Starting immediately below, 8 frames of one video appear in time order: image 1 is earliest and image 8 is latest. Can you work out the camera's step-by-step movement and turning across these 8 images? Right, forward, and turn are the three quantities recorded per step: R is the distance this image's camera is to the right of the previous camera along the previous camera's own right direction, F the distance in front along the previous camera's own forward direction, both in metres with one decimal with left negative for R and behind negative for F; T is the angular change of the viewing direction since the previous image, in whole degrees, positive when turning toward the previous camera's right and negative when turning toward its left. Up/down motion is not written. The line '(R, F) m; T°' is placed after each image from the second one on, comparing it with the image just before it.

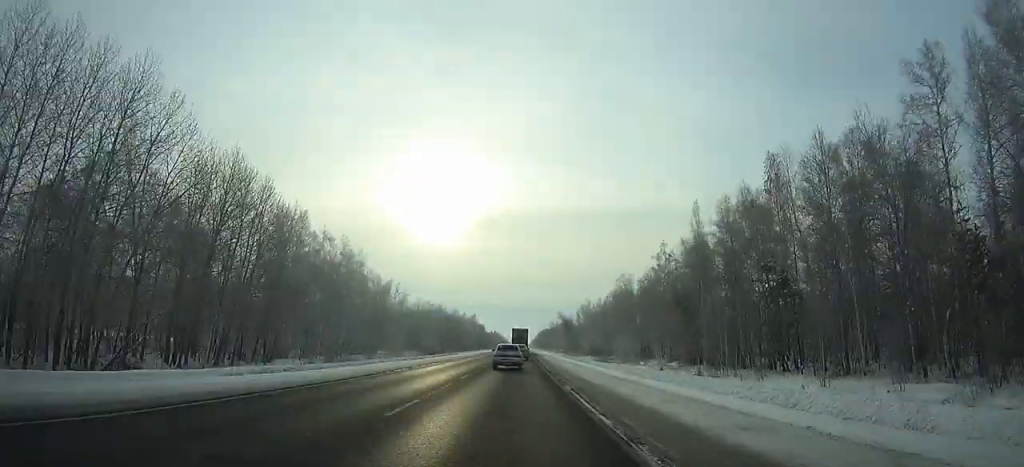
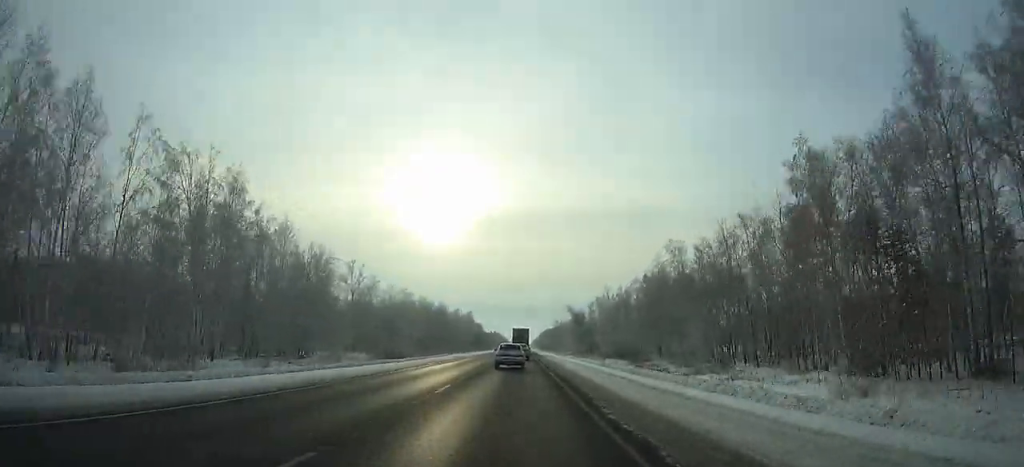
(0.0, +42.1) m; 0°
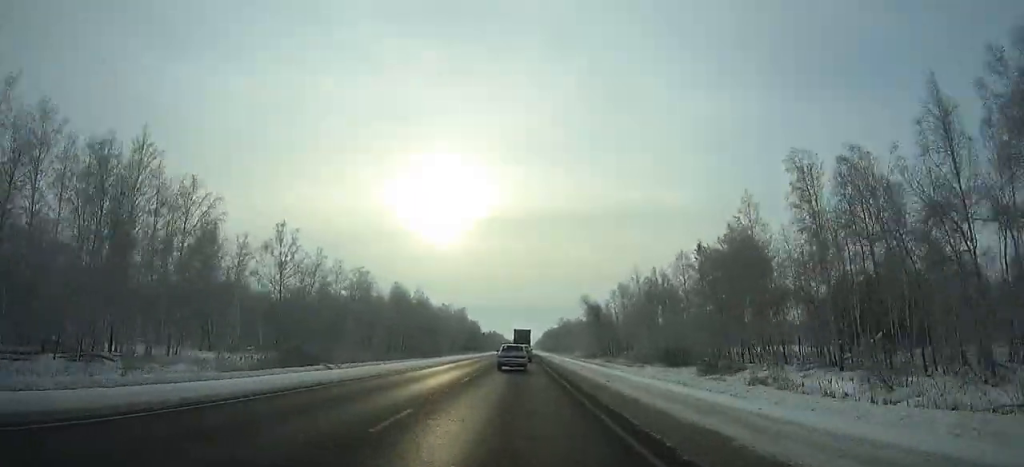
(-0.1, +42.5) m; 0°
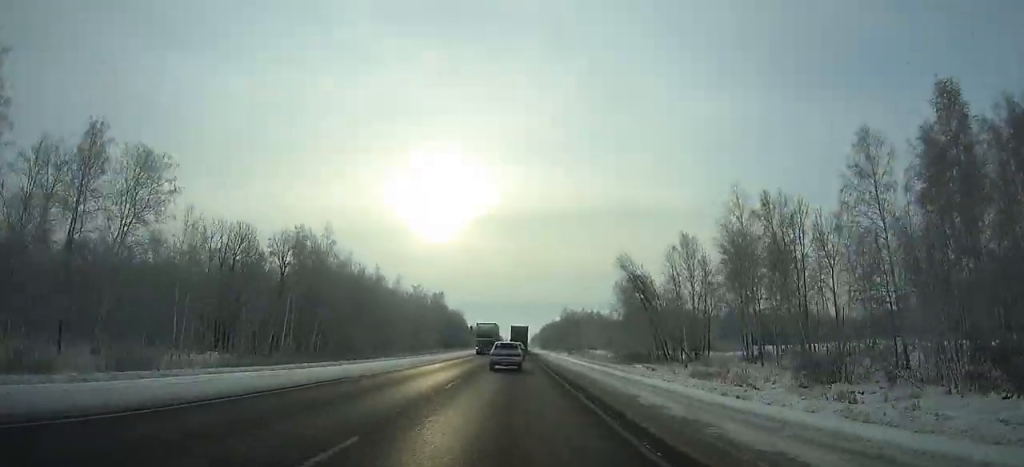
(0.0, +62.7) m; 0°
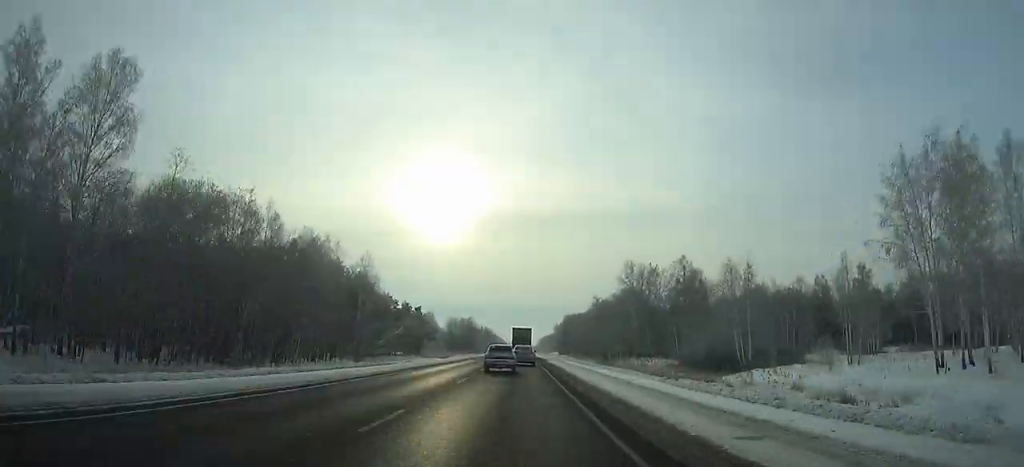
(+0.5, +187.2) m; 0°
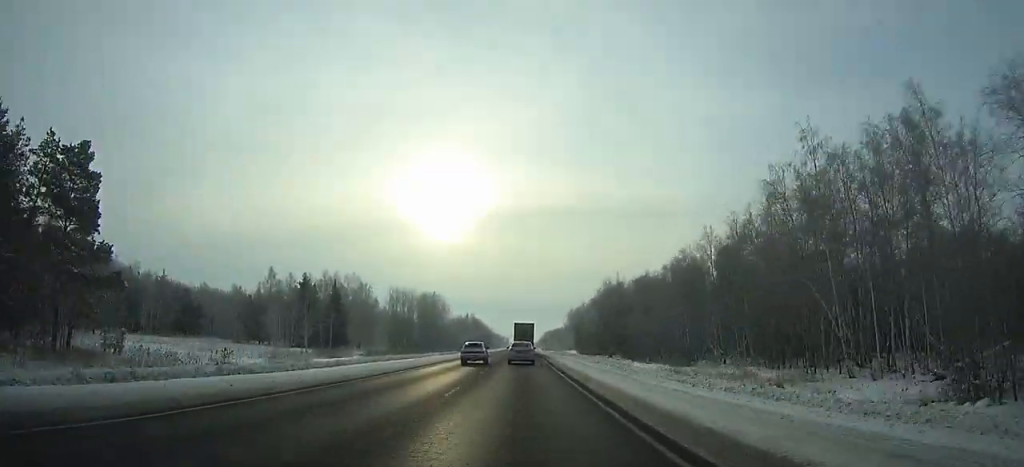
(0.0, +125.0) m; 0°
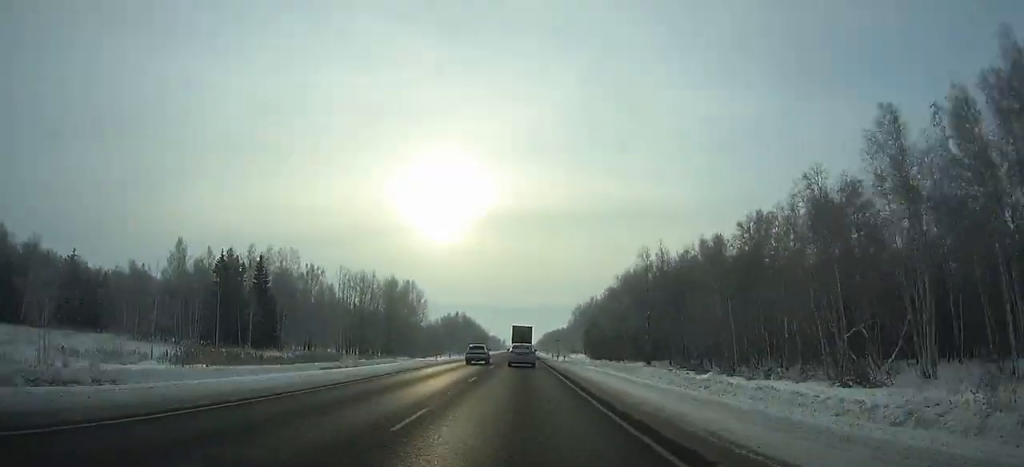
(0.0, +41.1) m; 0°
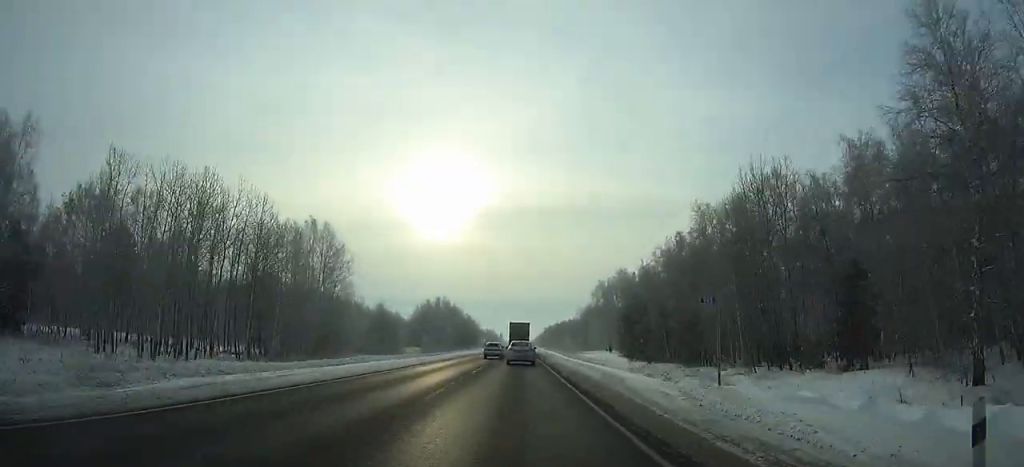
(+0.1, +67.2) m; 0°
